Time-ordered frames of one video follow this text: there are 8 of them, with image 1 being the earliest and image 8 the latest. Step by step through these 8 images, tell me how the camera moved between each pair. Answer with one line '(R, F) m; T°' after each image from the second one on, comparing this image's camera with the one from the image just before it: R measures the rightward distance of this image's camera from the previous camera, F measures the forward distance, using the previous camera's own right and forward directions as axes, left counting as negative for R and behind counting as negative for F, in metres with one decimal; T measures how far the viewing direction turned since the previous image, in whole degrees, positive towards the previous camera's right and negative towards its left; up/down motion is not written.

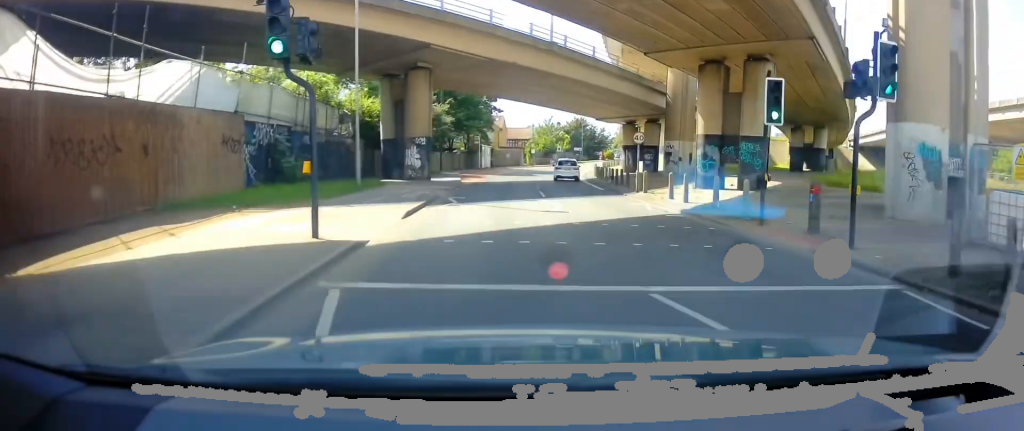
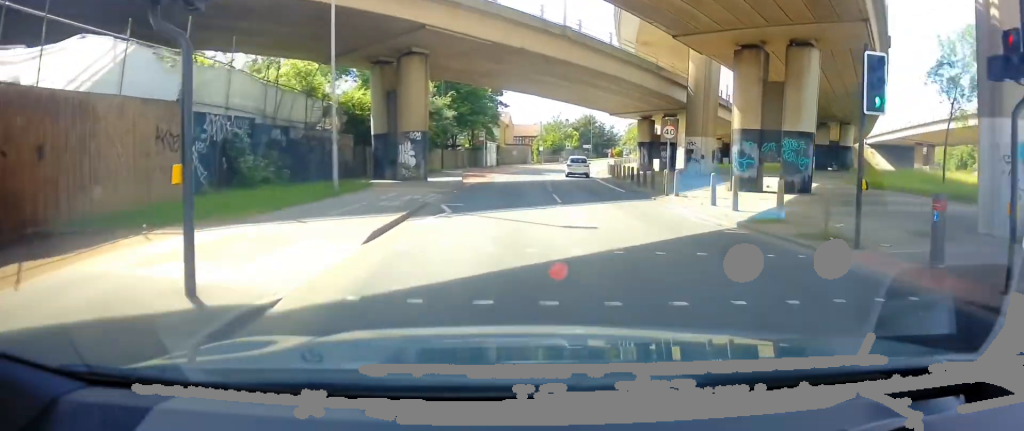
(0.0, +3.6) m; 0°
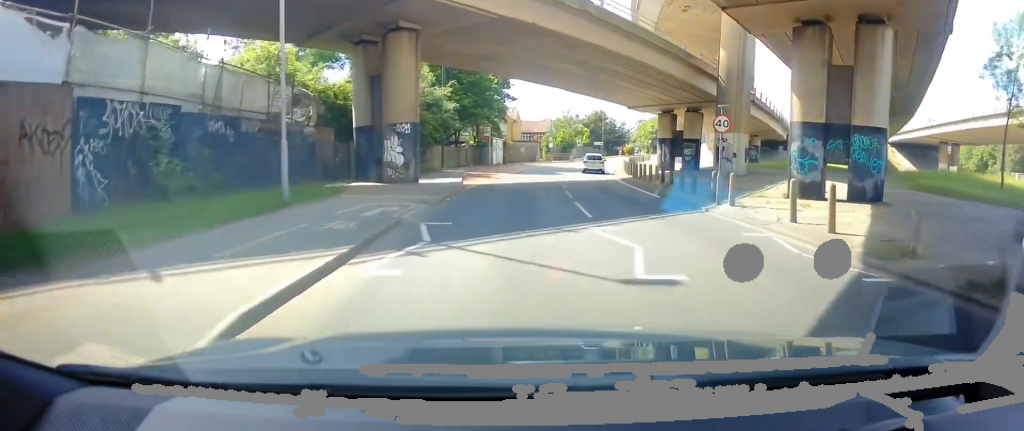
(+0.1, +4.7) m; +1°
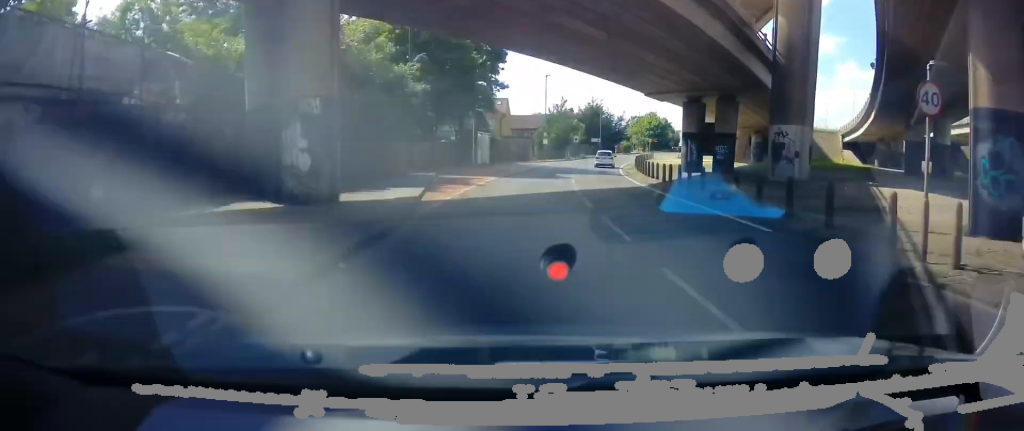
(+0.1, +9.7) m; +1°
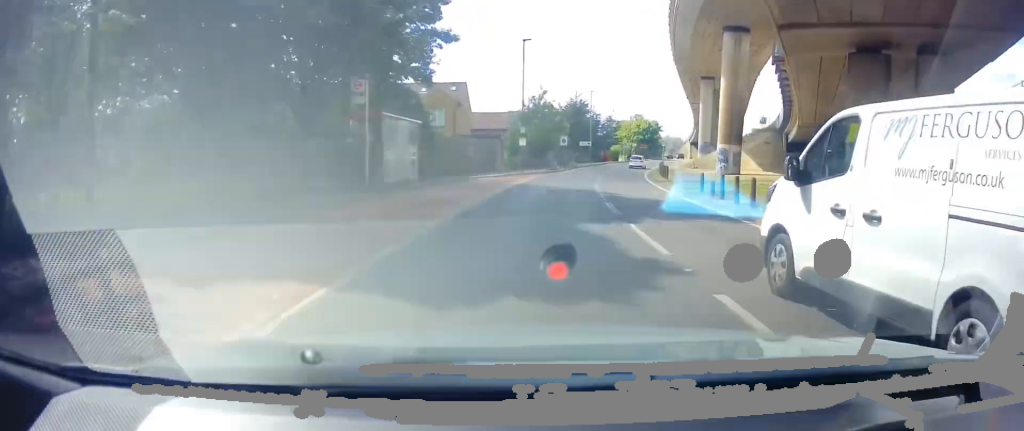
(-1.3, +22.7) m; -5°
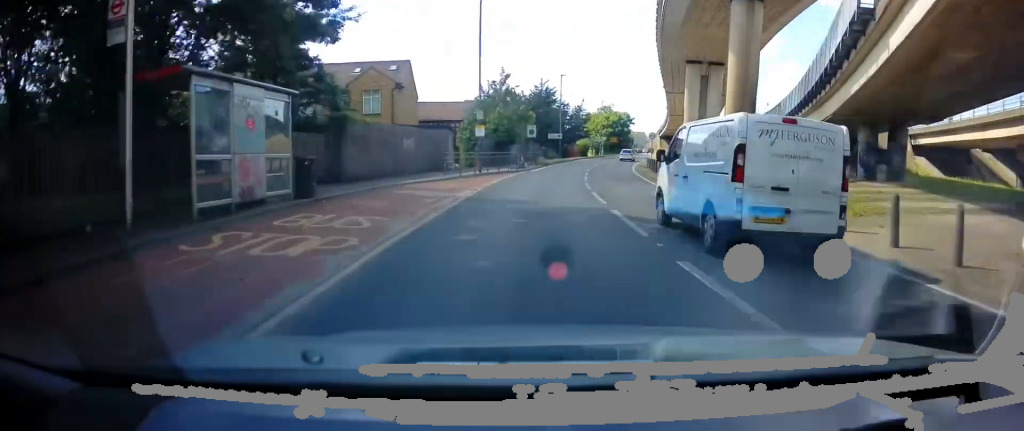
(+0.3, +10.4) m; +4°
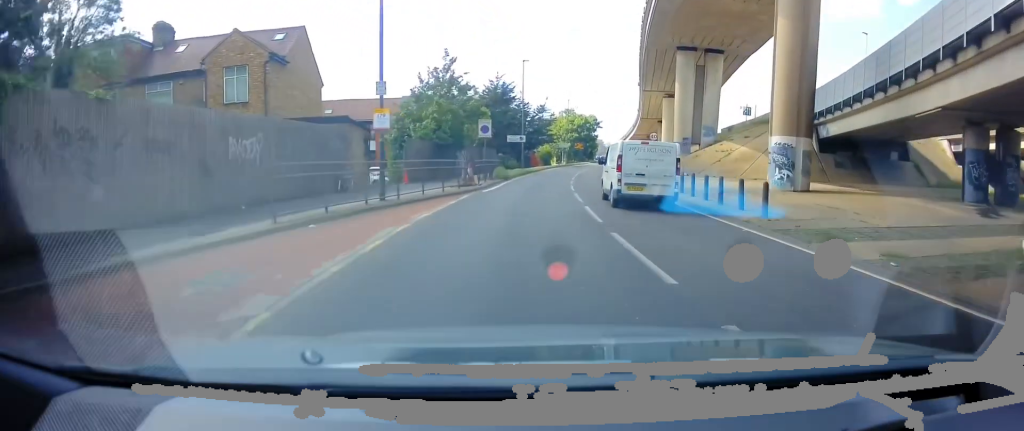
(+0.8, +15.4) m; +6°
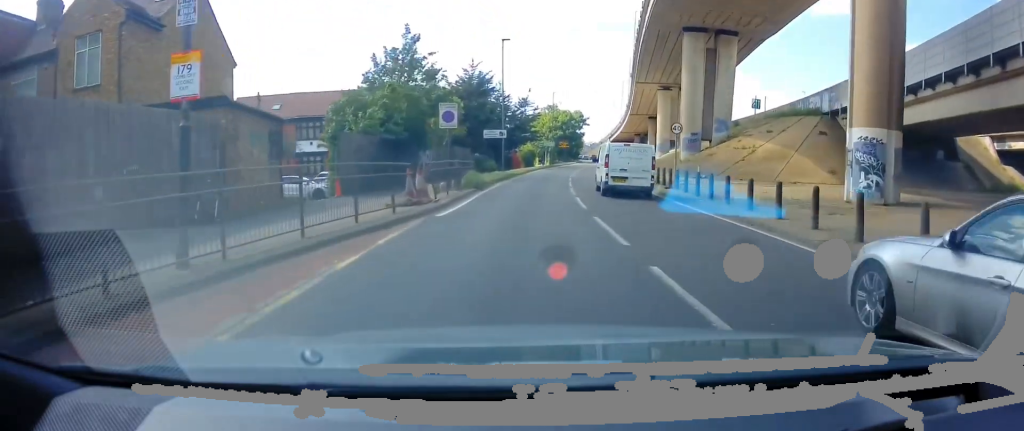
(+0.3, +9.1) m; +3°
